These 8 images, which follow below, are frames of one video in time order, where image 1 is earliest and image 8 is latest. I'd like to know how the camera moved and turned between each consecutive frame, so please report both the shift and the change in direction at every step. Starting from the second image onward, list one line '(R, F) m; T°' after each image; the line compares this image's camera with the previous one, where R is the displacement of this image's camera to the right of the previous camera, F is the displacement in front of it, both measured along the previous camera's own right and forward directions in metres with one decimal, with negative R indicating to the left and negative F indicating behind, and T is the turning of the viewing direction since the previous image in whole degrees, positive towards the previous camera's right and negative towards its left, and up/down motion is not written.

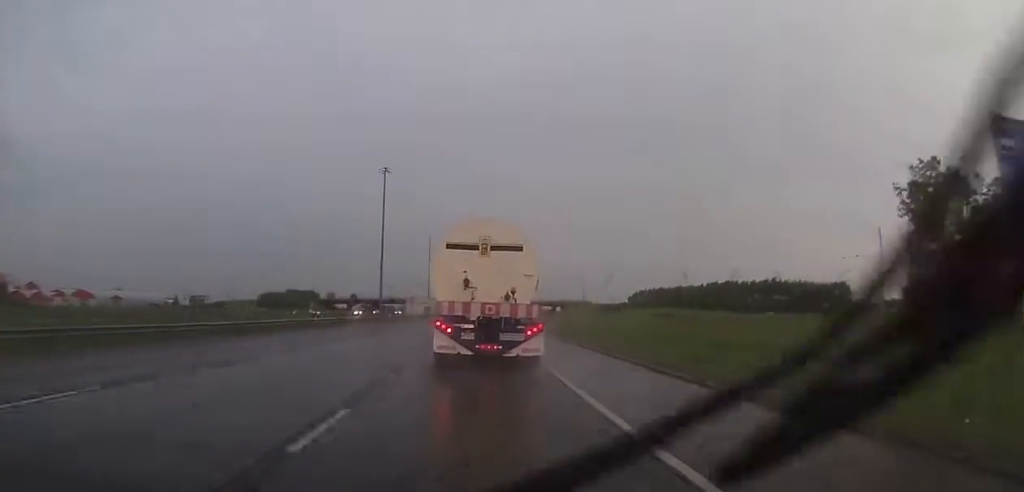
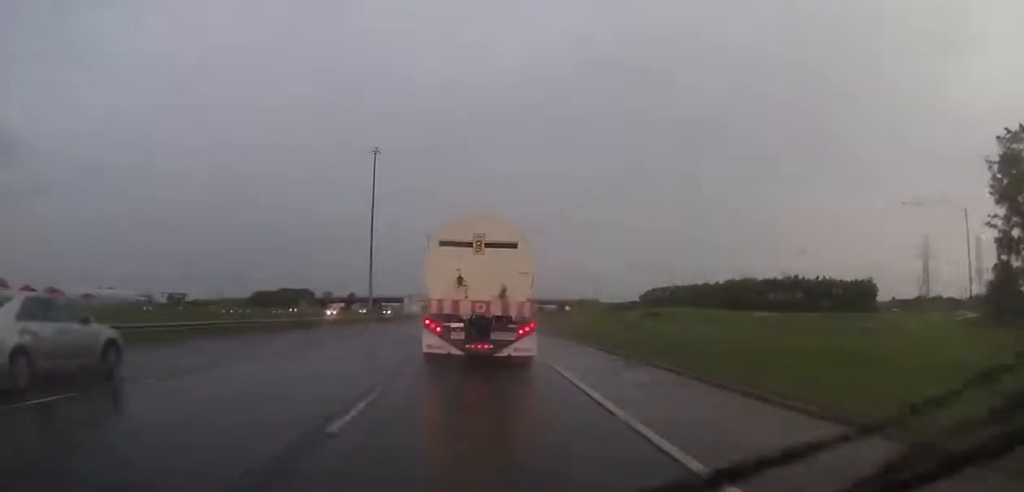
(0.0, +16.7) m; 0°
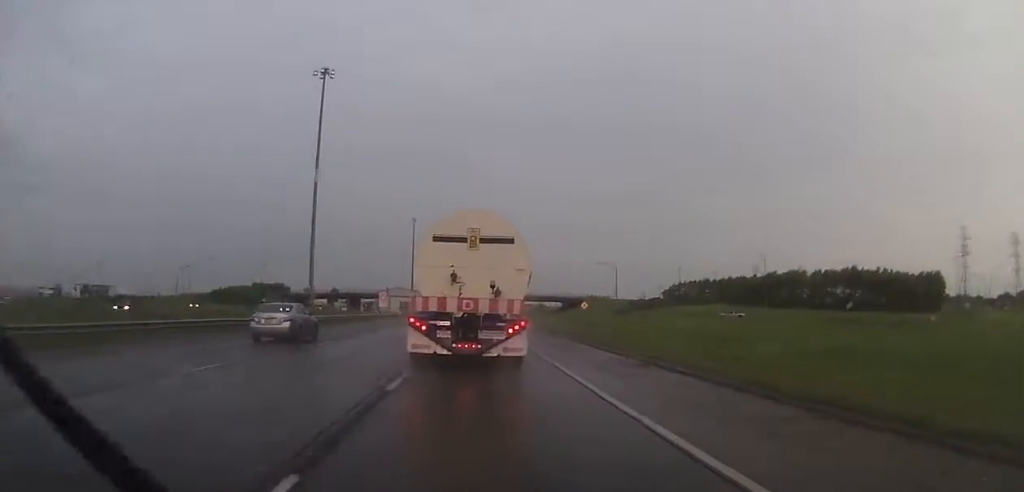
(-0.3, +40.8) m; 0°
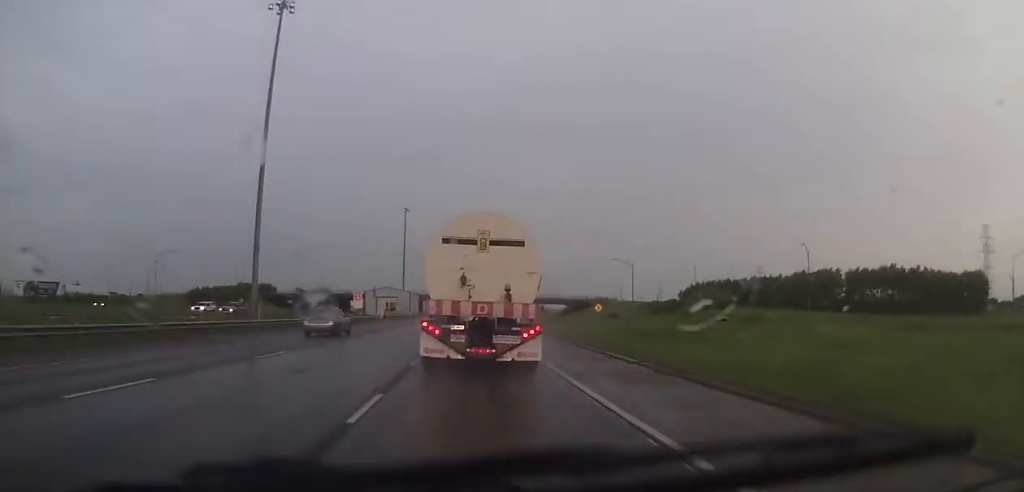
(+0.2, +20.5) m; +1°
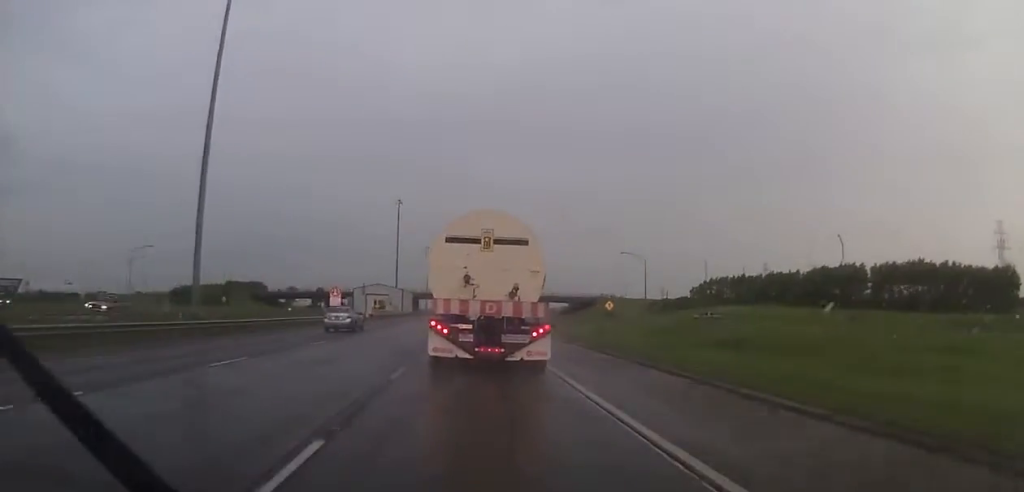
(0.0, +13.1) m; 0°
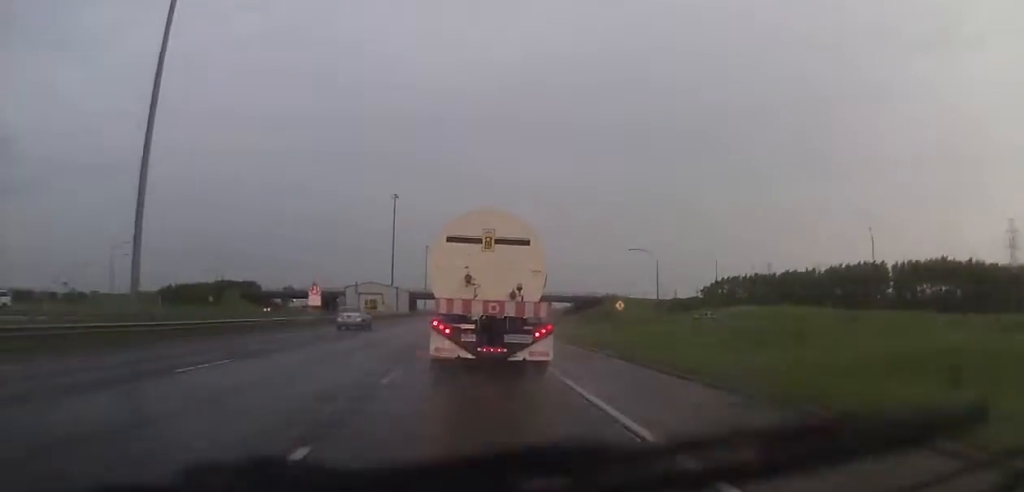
(0.0, +9.4) m; 0°
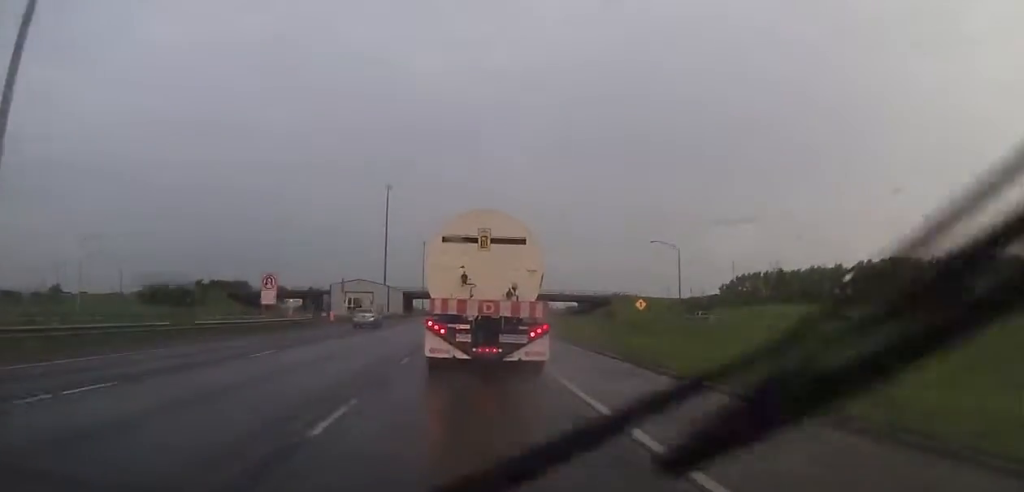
(-0.1, +13.6) m; +1°
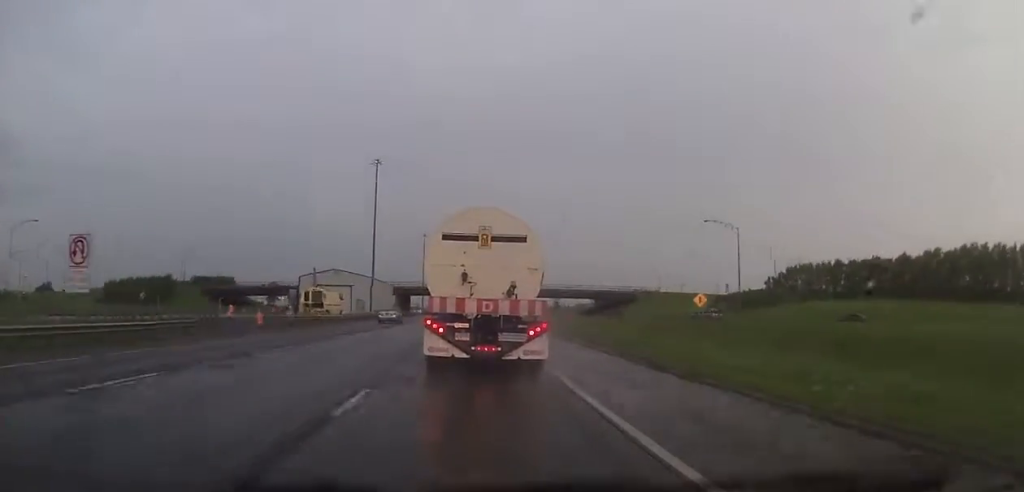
(+0.4, +25.5) m; 0°
